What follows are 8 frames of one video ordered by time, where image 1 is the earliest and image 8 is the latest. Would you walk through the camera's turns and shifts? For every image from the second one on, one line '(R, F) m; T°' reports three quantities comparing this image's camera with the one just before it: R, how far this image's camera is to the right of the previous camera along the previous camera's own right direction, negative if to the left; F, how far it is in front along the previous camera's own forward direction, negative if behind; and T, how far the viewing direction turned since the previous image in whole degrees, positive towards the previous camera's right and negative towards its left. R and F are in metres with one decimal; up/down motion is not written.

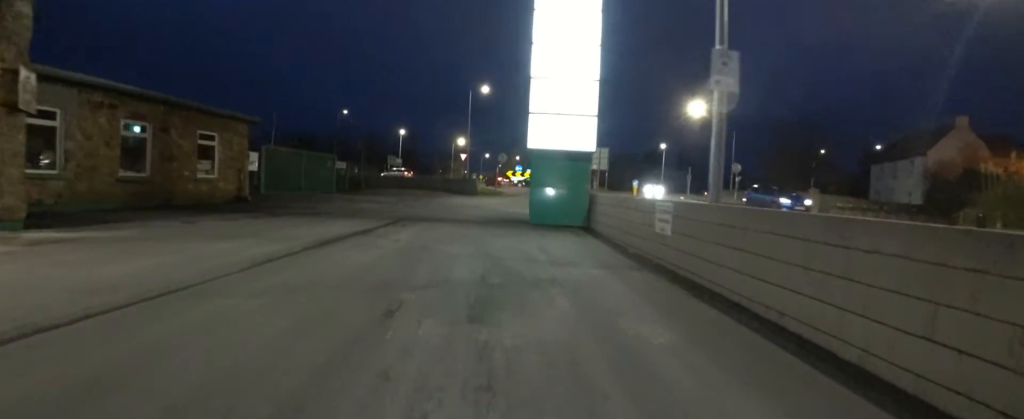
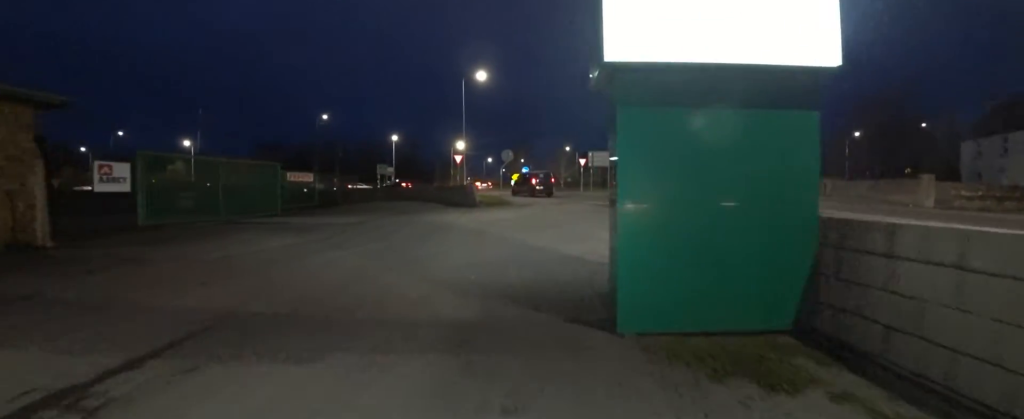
(+0.1, +7.5) m; +2°
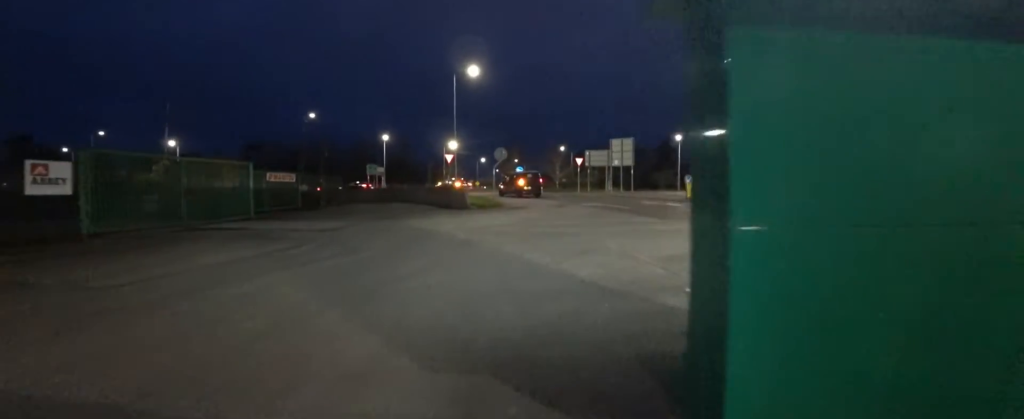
(-0.6, +1.6) m; +3°
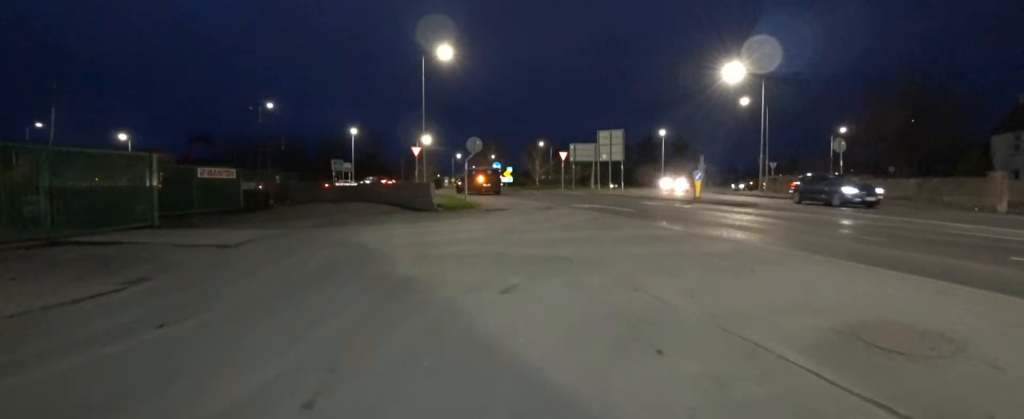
(+1.1, +3.5) m; +2°
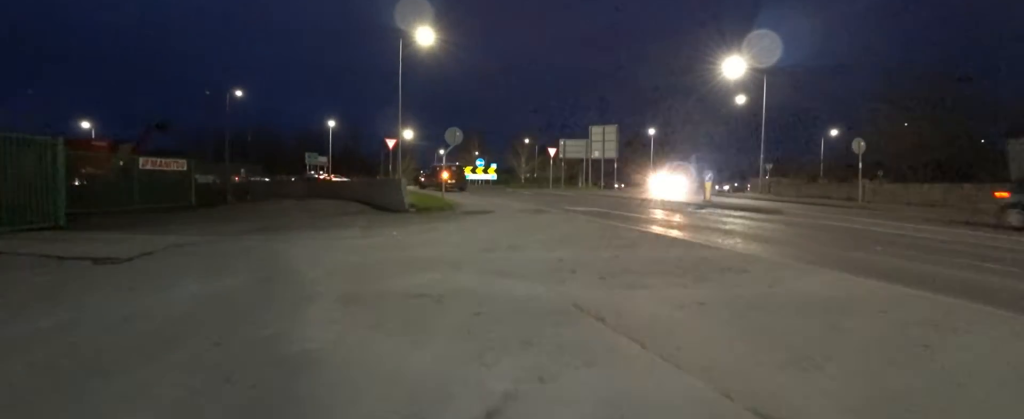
(-0.4, +2.4) m; -3°
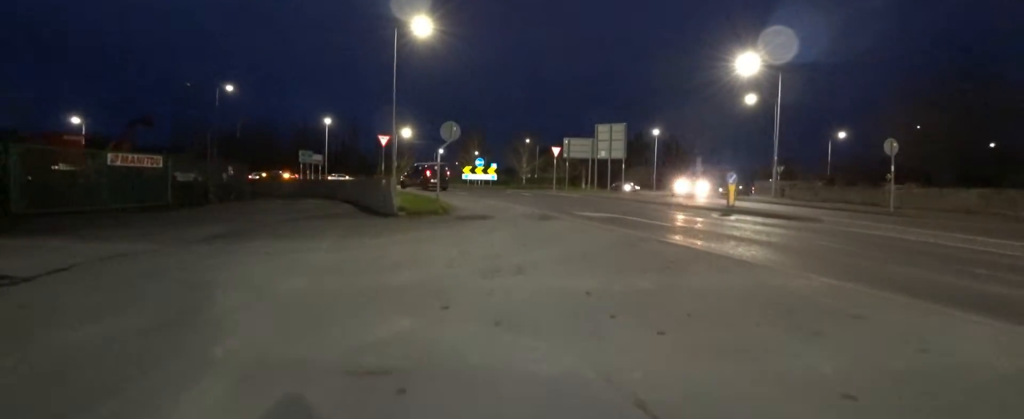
(-0.6, +1.7) m; -3°
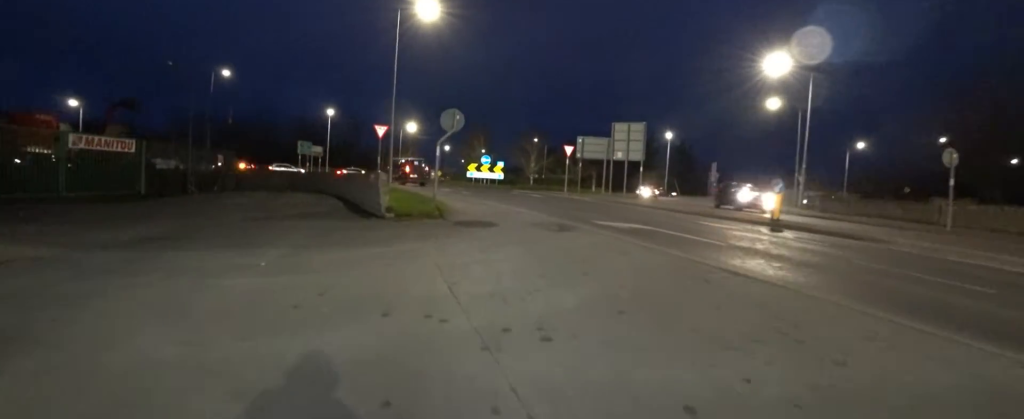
(+0.5, +2.2) m; -1°
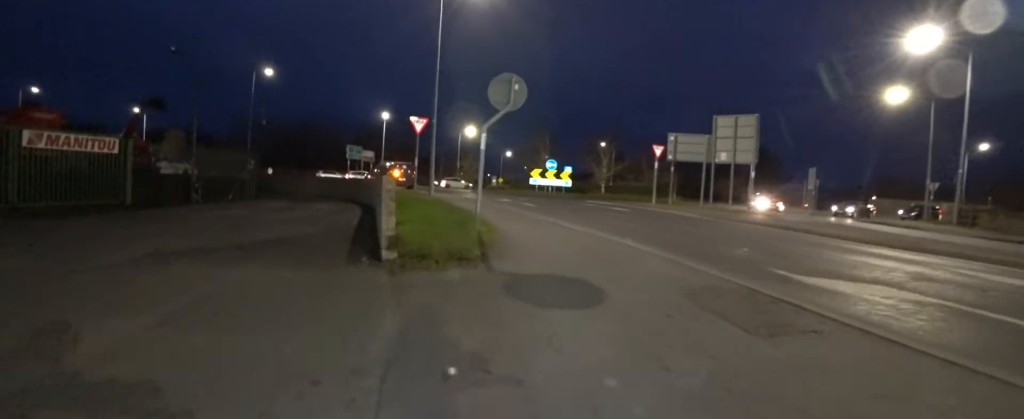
(-0.6, +5.1) m; -19°
